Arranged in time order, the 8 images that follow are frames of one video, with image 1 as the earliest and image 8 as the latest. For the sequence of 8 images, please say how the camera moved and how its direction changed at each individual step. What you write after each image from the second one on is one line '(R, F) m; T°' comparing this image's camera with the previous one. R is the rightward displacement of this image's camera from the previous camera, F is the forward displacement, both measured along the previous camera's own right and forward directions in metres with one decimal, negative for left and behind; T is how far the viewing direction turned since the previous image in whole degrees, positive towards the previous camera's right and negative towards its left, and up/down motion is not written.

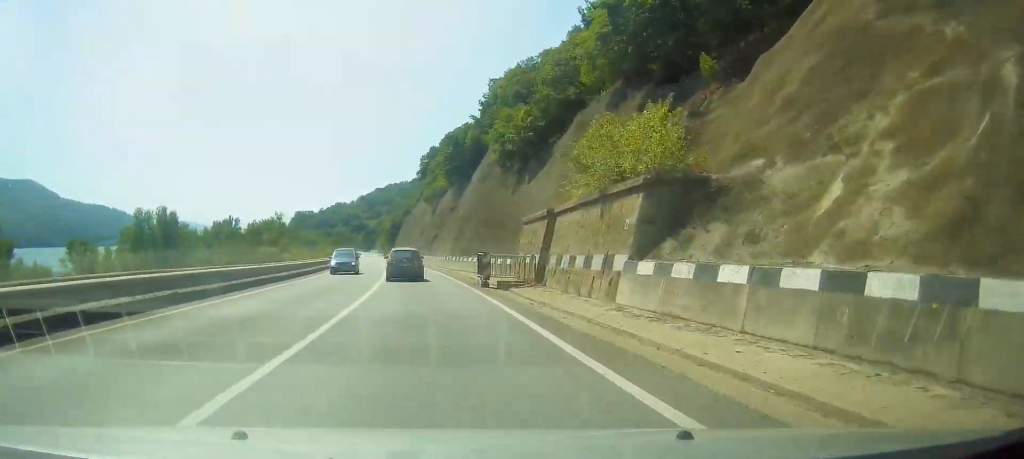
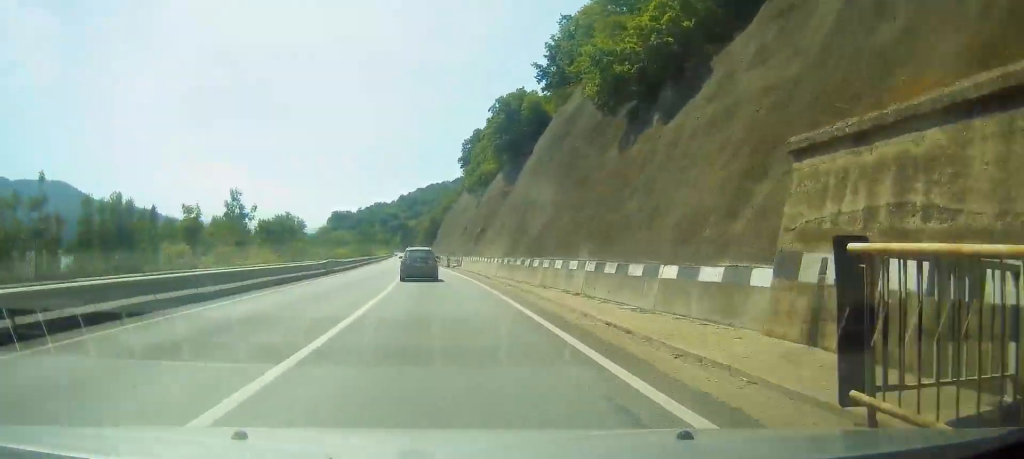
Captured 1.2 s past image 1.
(-0.8, +23.4) m; -3°
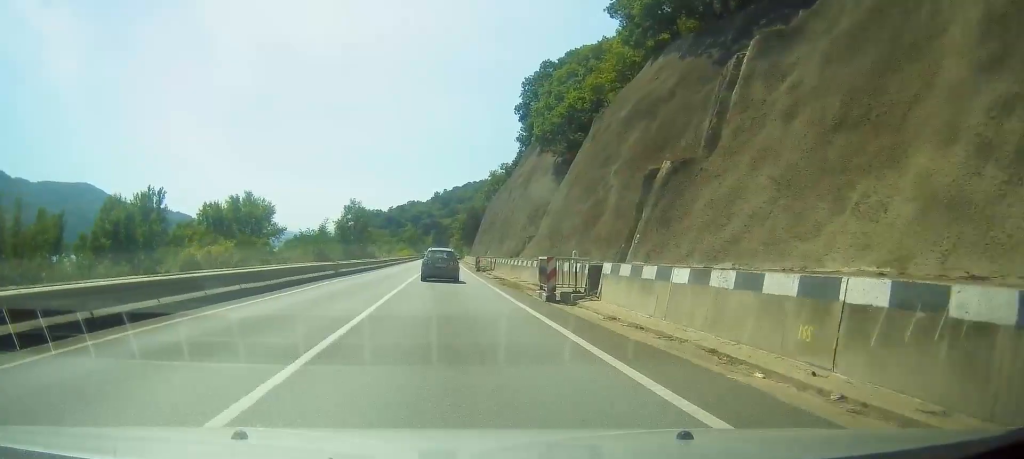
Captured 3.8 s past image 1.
(-1.3, +49.5) m; -2°
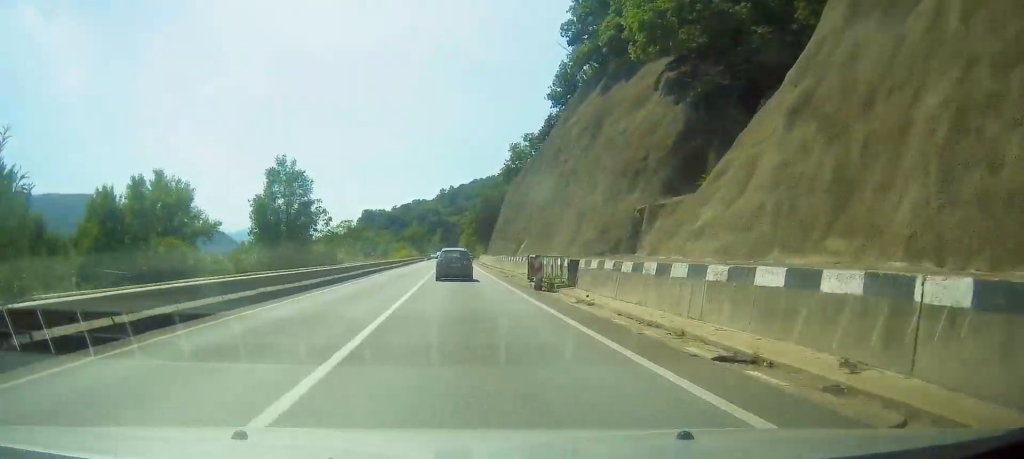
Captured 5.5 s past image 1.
(-0.3, +31.4) m; 0°
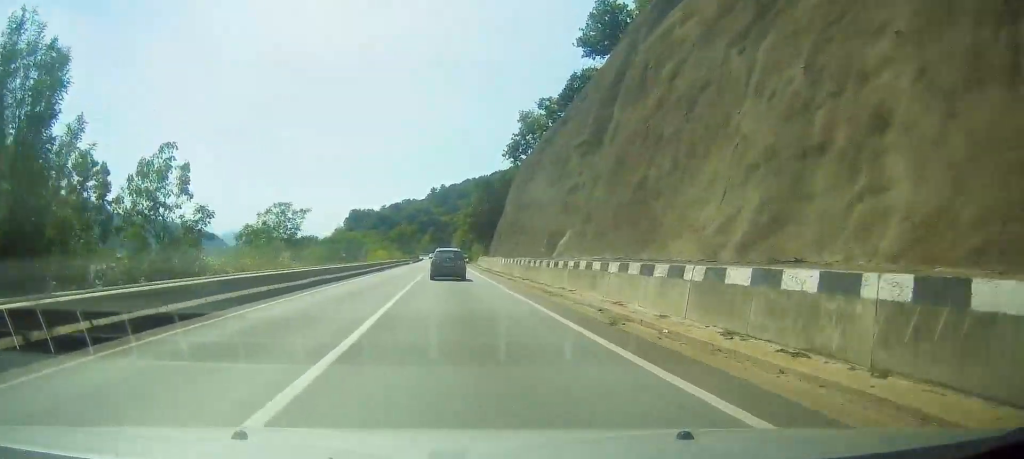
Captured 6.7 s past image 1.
(+0.2, +24.6) m; 0°
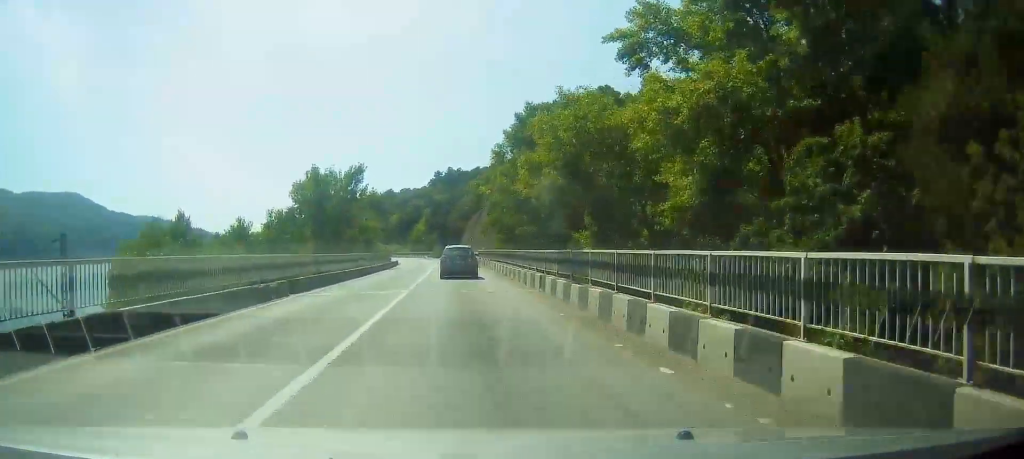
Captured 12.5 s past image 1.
(-0.1, +112.7) m; -1°
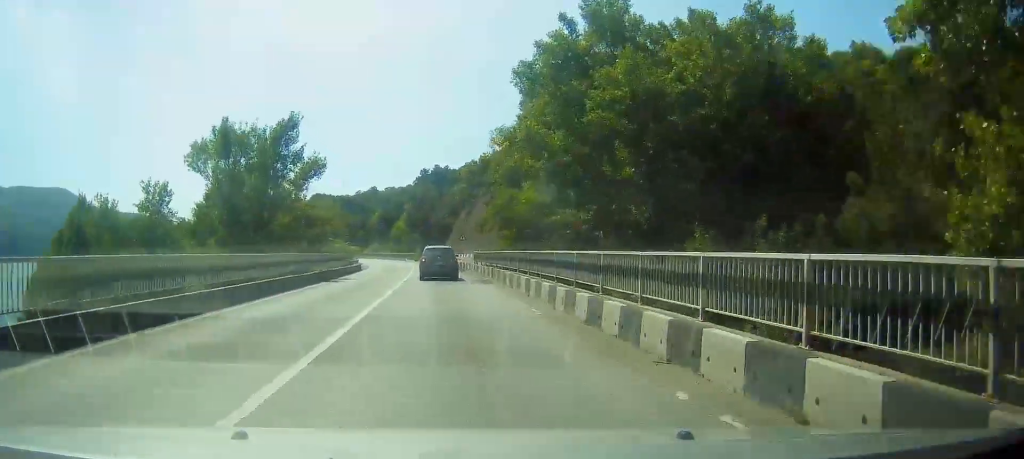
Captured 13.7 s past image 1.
(-0.1, +21.6) m; -1°
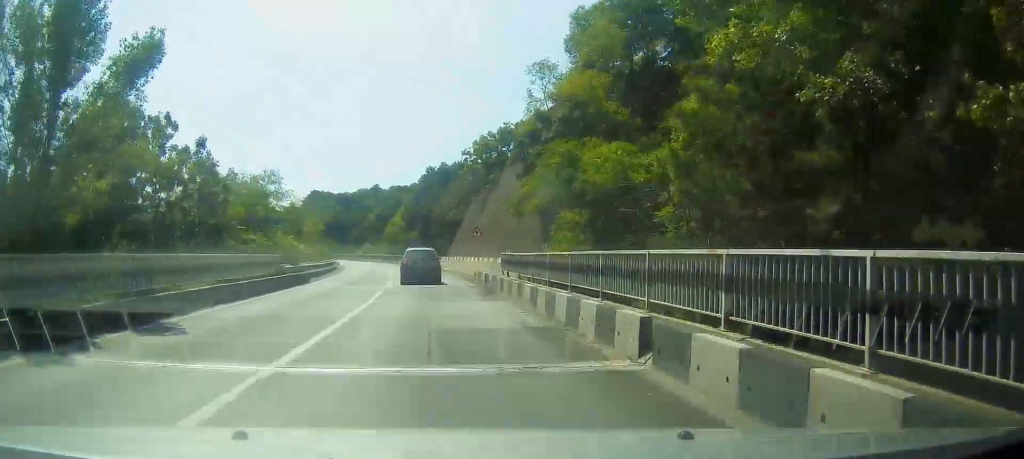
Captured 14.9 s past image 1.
(0.0, +22.5) m; -1°
